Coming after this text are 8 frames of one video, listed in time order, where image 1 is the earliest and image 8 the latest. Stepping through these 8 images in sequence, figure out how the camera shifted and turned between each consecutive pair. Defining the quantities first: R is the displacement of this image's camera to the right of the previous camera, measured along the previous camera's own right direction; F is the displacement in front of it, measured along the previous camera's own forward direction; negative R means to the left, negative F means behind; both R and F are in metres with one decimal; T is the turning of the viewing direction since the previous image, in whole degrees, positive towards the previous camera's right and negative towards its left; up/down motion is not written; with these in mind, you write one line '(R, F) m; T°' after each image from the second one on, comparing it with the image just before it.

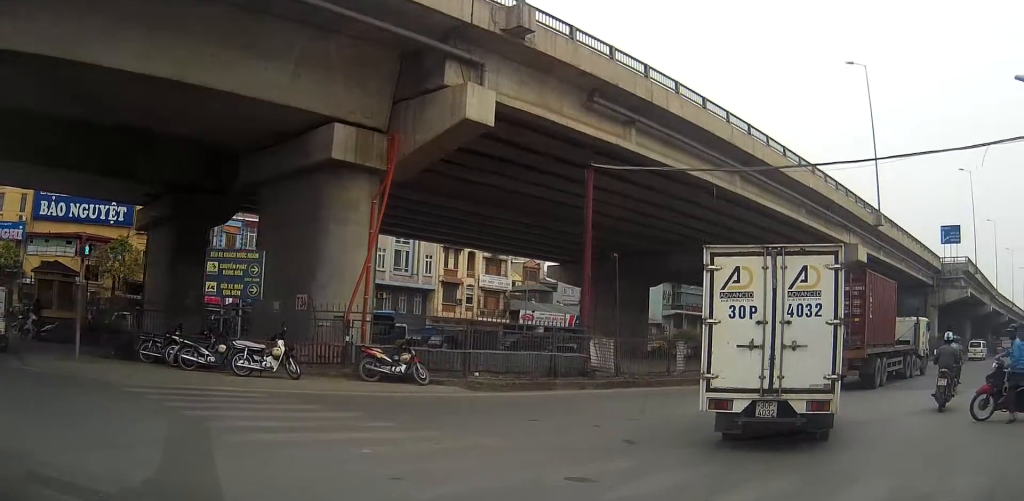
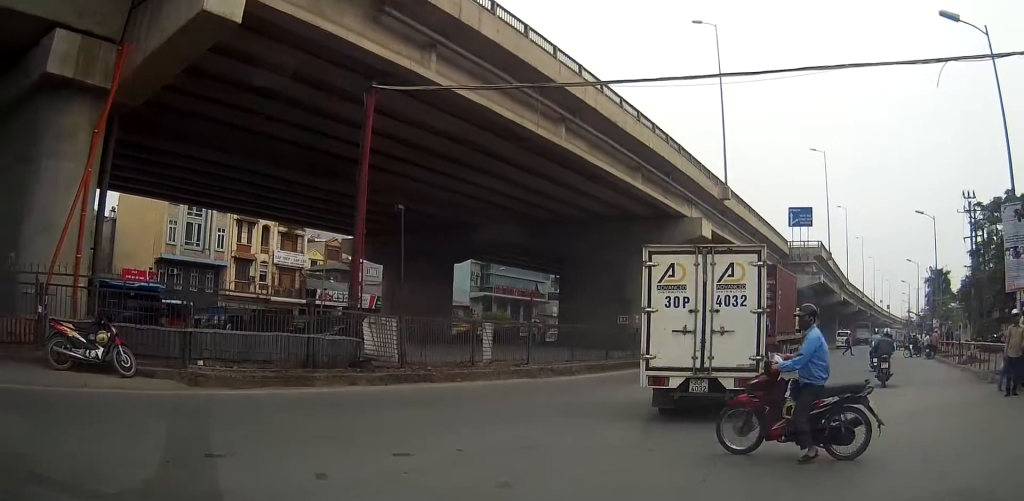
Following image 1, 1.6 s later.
(-0.1, +4.2) m; +2°
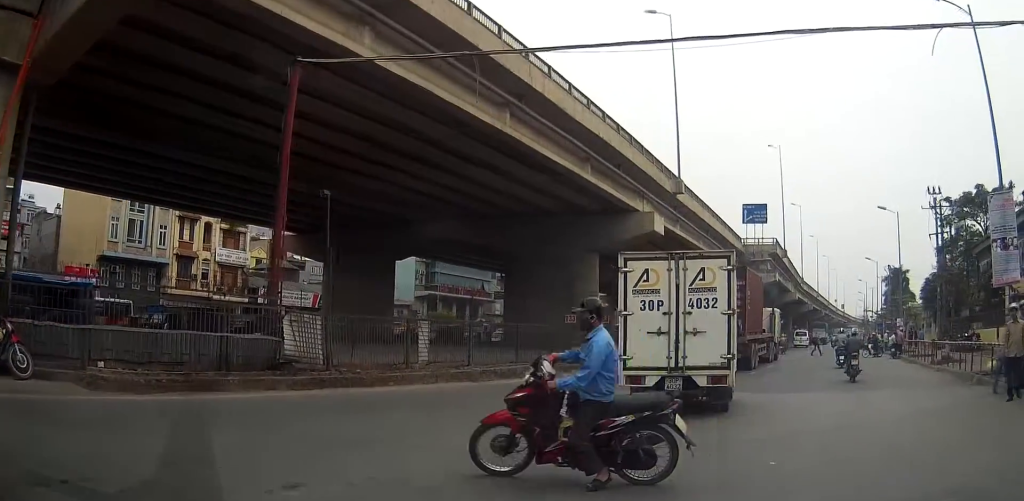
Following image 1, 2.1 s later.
(-0.1, +1.6) m; +5°
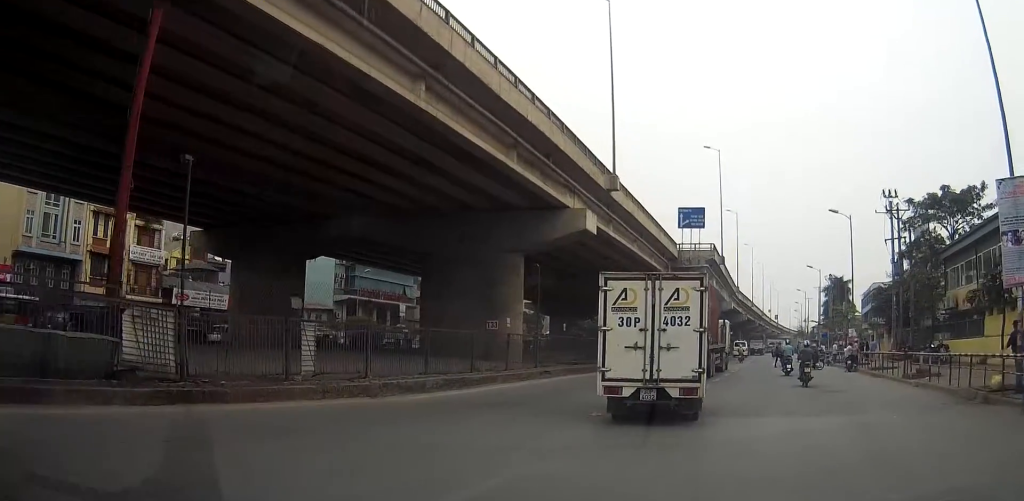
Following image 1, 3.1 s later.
(+0.4, +3.4) m; +9°
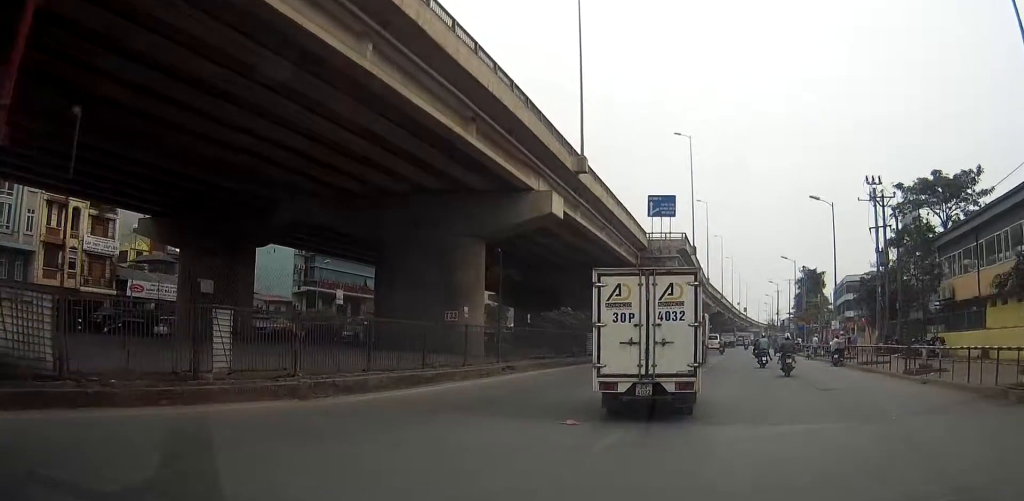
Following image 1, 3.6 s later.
(+0.1, +2.4) m; +3°
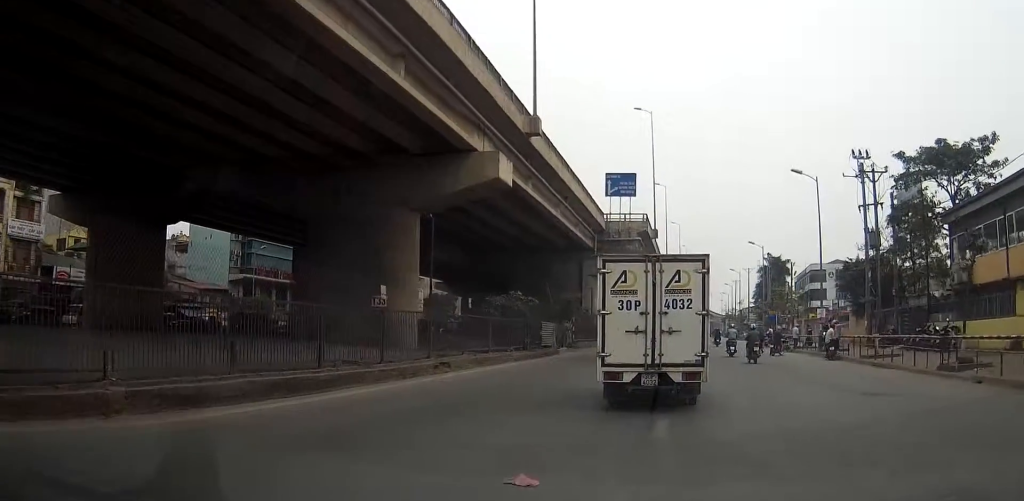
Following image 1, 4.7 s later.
(+0.1, +4.8) m; +2°
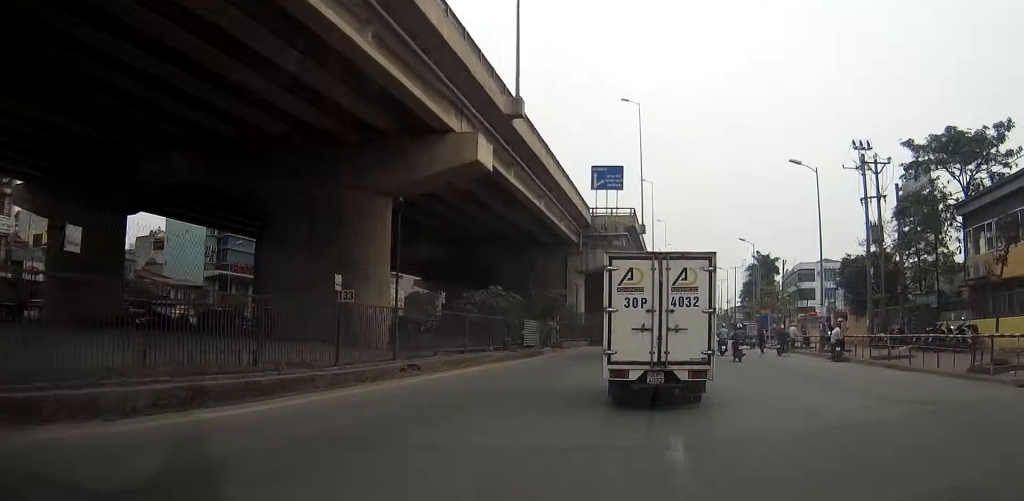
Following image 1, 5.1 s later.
(+0.1, +2.3) m; 0°
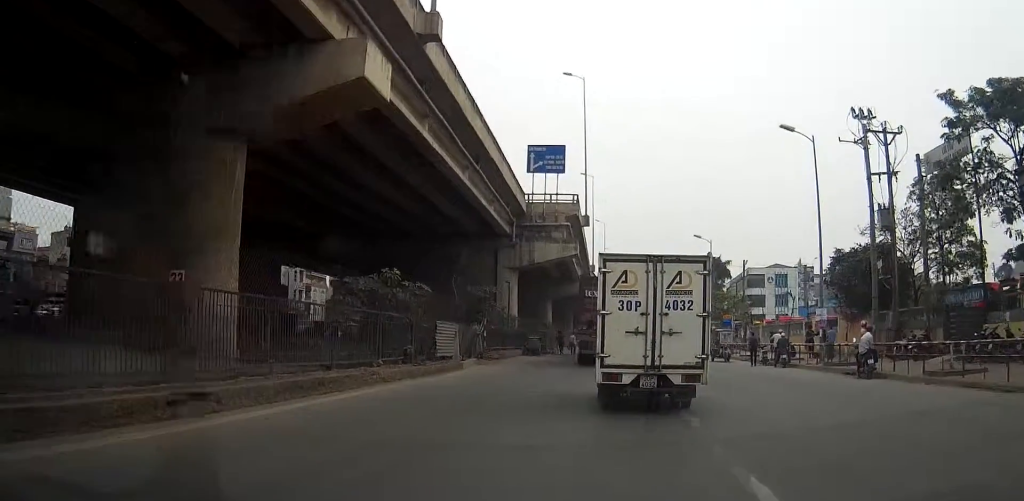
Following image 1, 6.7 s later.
(-0.6, +8.2) m; -8°
